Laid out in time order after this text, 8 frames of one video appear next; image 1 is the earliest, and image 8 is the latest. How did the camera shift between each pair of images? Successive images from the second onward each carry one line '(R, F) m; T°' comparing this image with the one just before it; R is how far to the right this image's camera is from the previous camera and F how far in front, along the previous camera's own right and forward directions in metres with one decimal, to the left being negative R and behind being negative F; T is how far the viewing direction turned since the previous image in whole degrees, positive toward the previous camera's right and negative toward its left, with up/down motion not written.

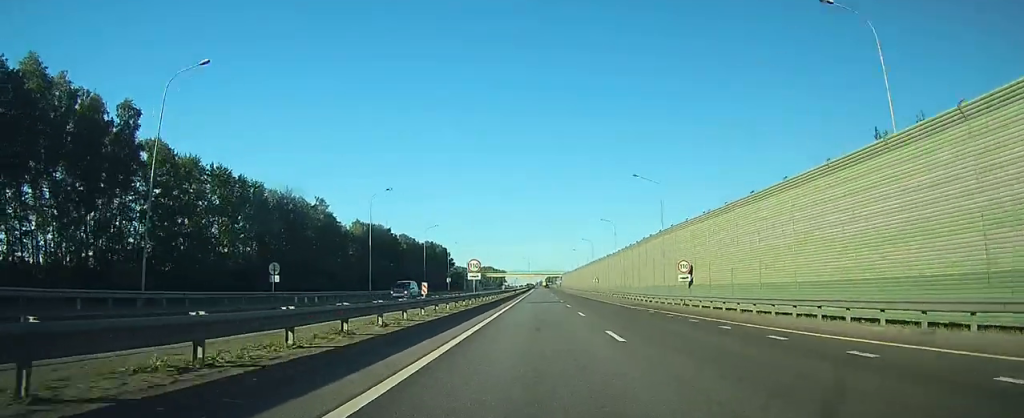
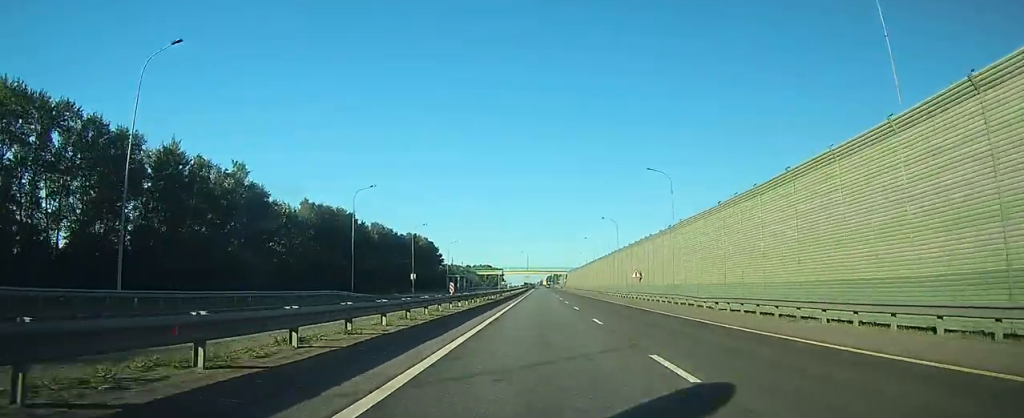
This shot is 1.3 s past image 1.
(0.0, +42.0) m; 0°
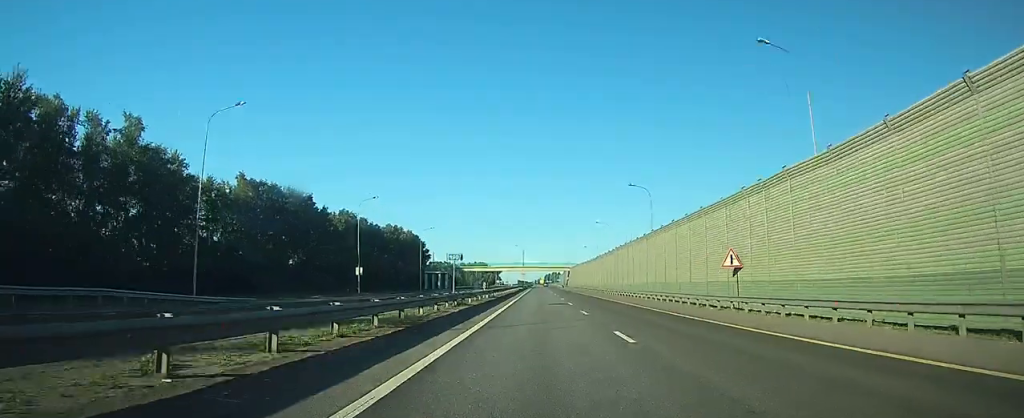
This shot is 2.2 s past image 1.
(0.0, +30.7) m; 0°
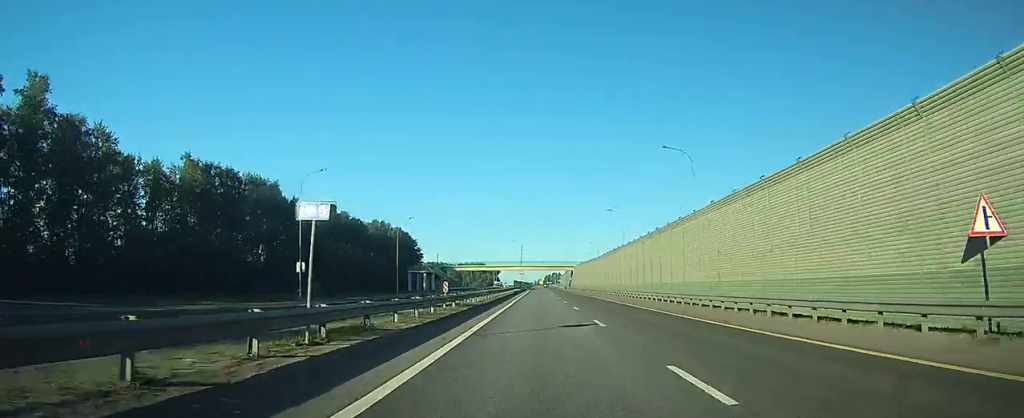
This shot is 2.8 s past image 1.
(0.0, +18.5) m; 0°
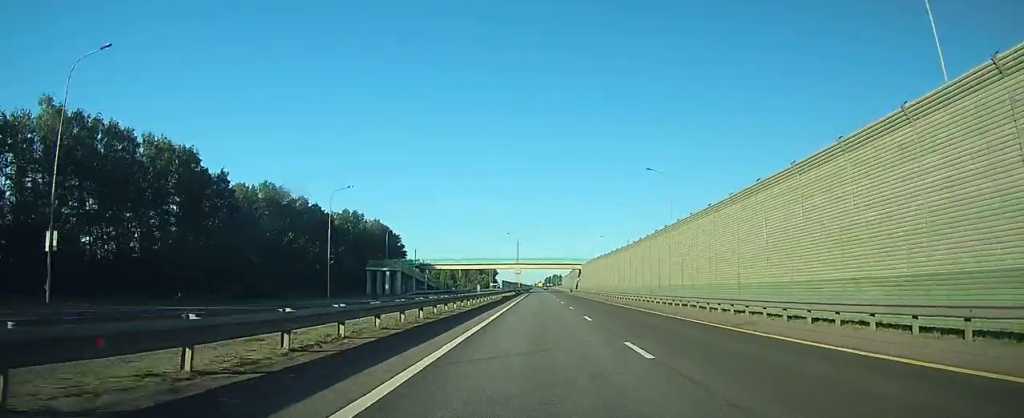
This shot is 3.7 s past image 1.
(+0.1, +31.5) m; 0°
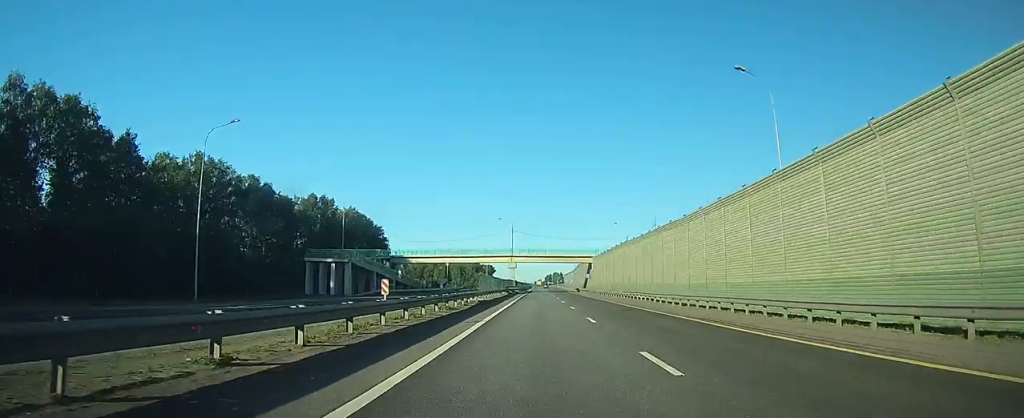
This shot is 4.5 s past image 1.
(0.0, +25.9) m; 0°
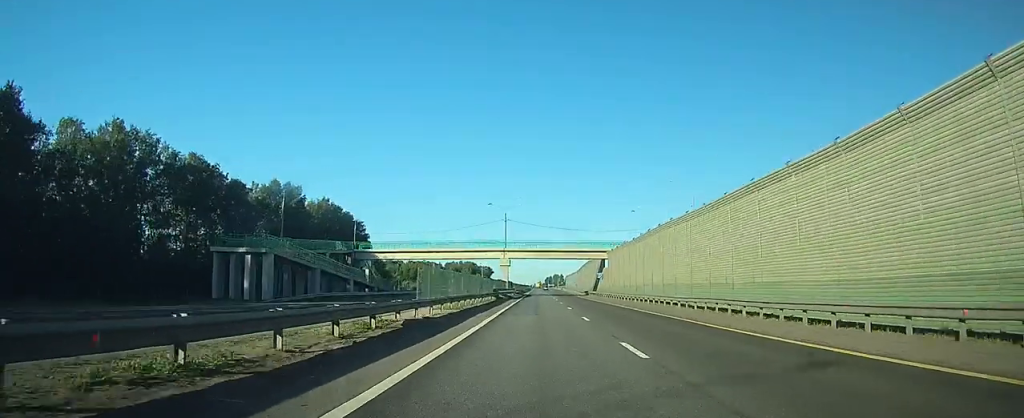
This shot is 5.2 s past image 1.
(0.0, +21.5) m; 0°
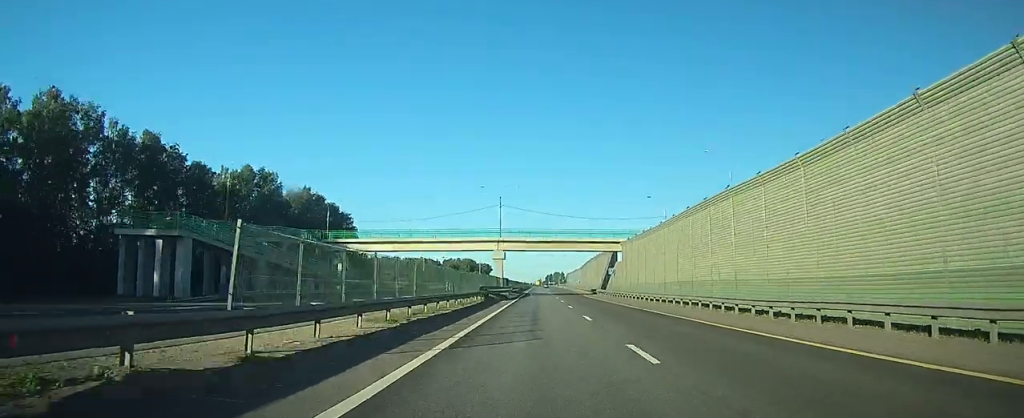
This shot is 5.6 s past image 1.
(0.0, +12.9) m; 0°
